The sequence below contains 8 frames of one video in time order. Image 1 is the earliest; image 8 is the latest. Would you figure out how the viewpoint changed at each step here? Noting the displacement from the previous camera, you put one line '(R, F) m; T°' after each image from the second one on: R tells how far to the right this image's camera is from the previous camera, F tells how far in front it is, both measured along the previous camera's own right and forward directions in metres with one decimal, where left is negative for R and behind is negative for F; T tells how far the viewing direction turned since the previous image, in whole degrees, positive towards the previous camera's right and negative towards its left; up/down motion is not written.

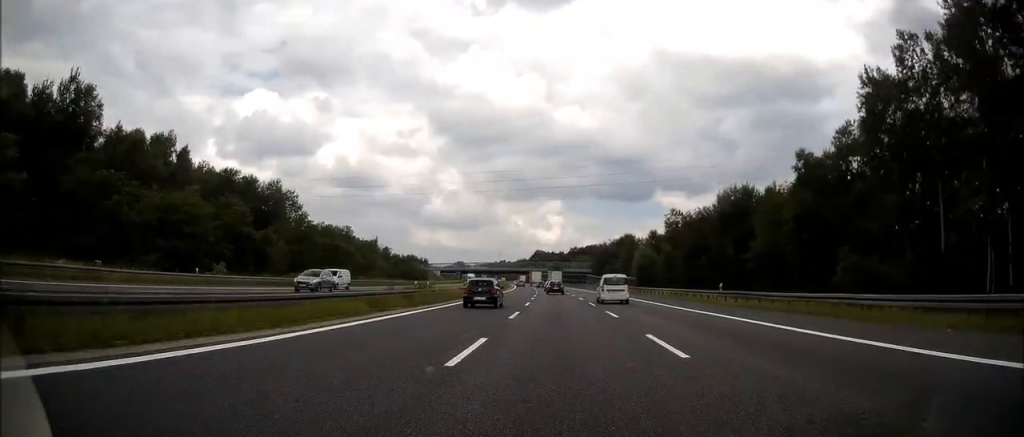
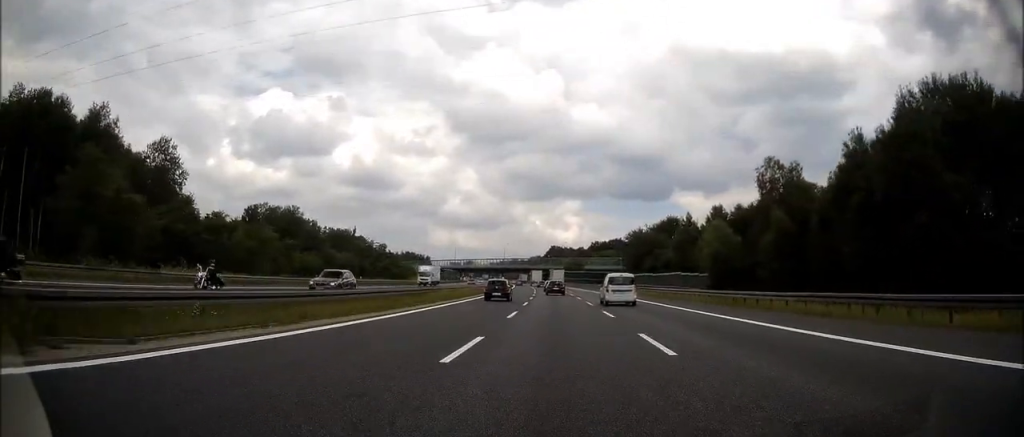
(-0.9, +59.9) m; -2°
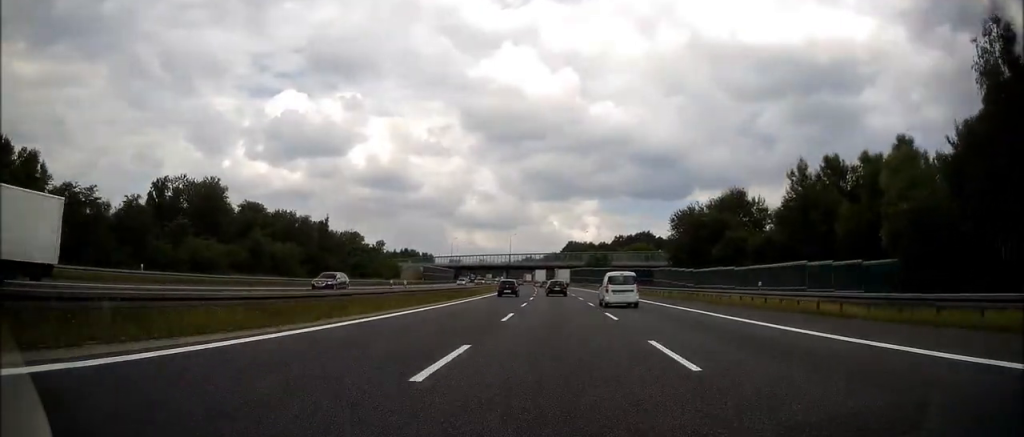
(-1.0, +49.9) m; -2°
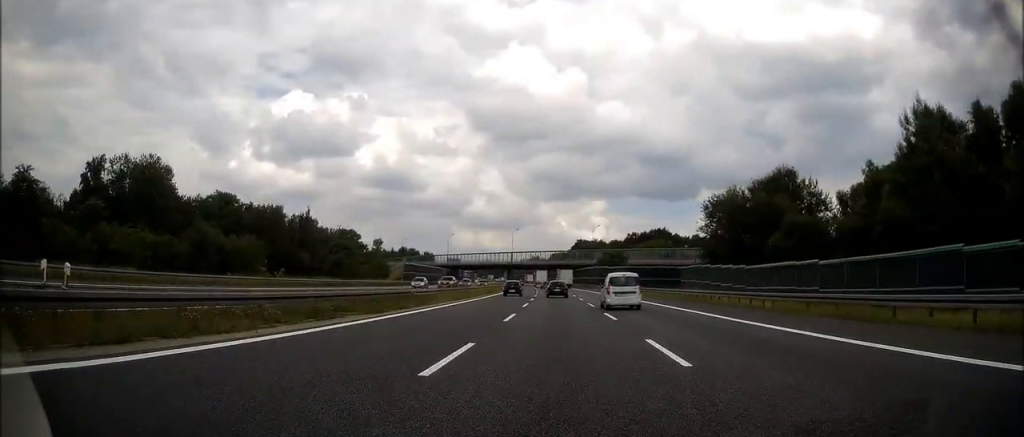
(0.0, +23.6) m; -1°
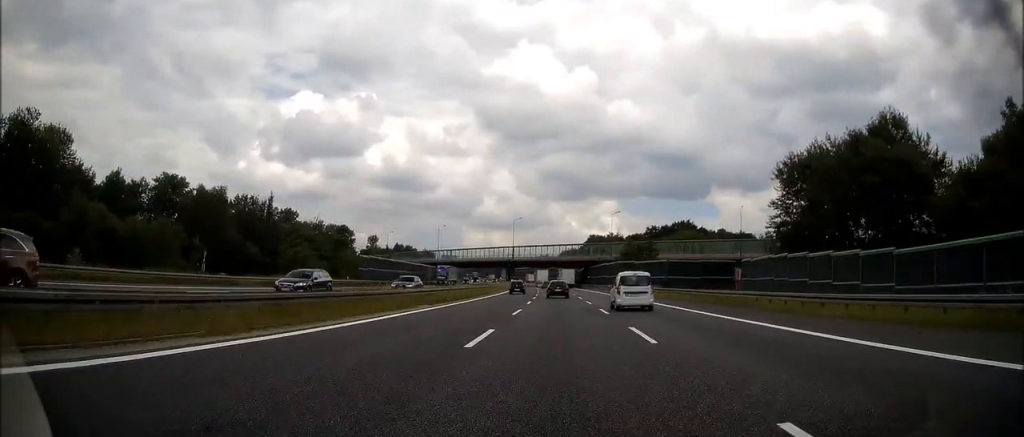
(-0.4, +32.6) m; -1°
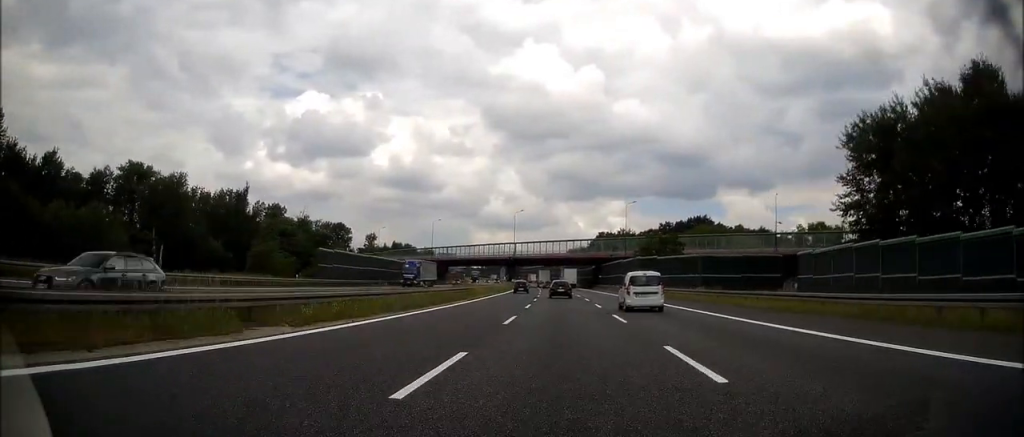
(0.0, +17.5) m; -1°
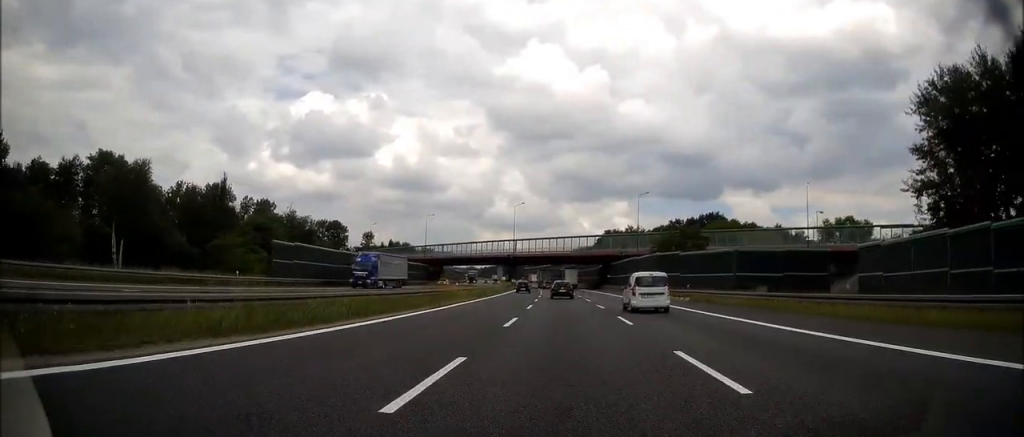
(0.0, +12.8) m; 0°
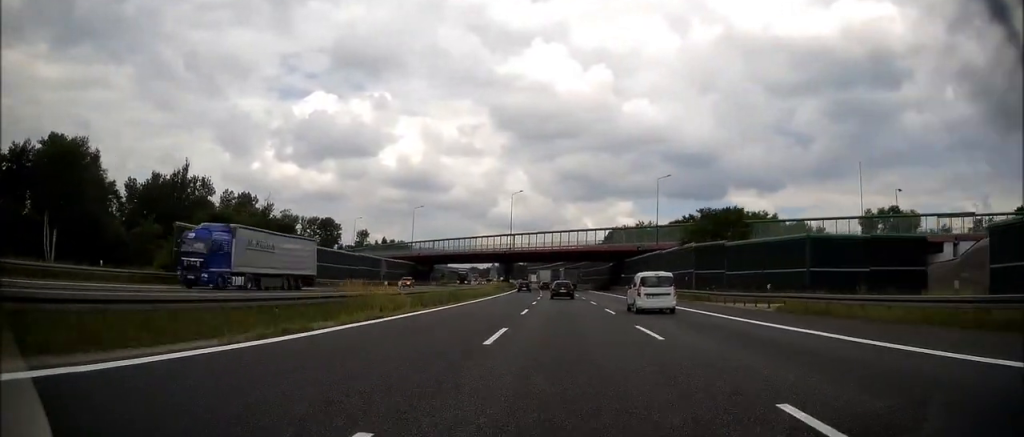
(-0.2, +17.4) m; -1°
